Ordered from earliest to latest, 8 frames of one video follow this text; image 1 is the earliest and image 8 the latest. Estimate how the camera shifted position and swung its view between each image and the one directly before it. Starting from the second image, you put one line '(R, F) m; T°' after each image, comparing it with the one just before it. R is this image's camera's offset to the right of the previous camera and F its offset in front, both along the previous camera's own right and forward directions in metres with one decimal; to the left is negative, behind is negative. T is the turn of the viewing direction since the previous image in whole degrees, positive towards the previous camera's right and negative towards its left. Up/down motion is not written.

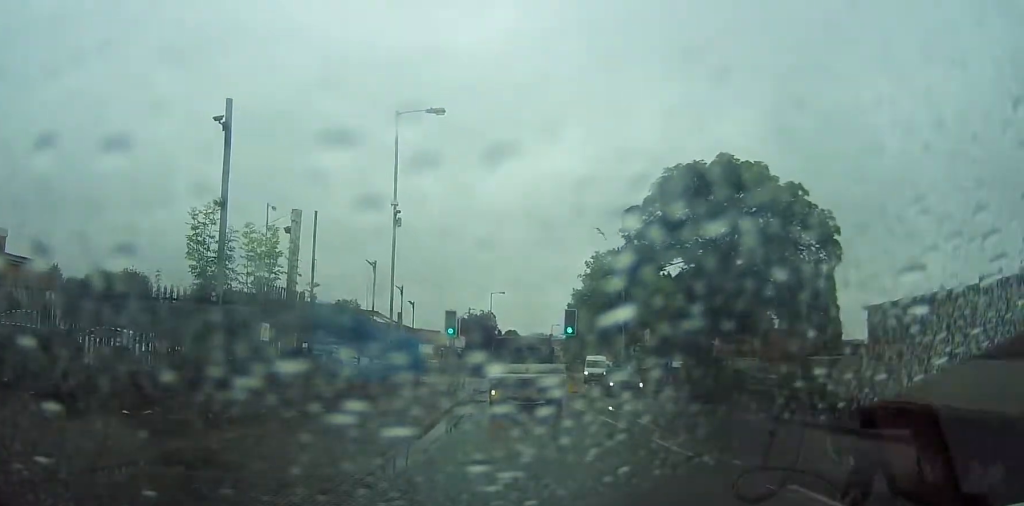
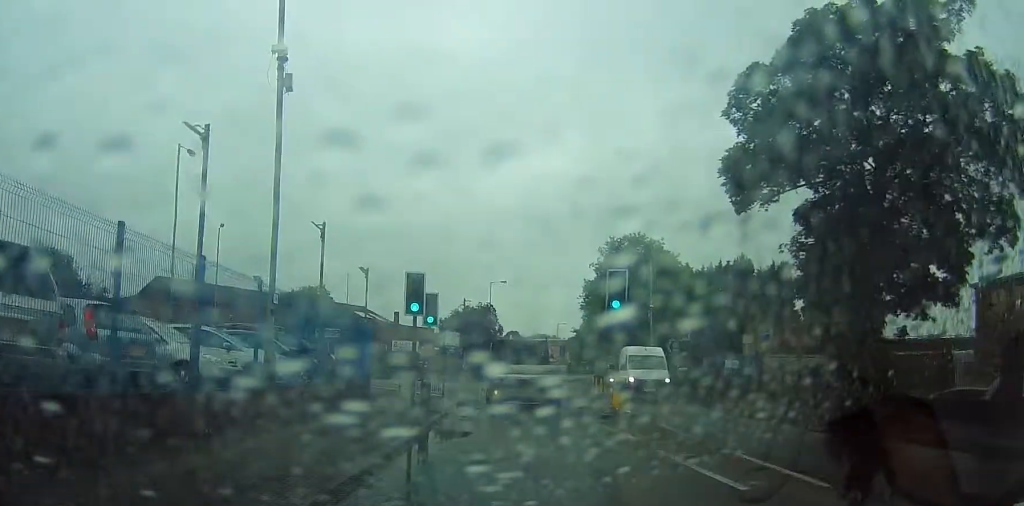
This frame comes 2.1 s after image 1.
(0.0, +13.4) m; 0°
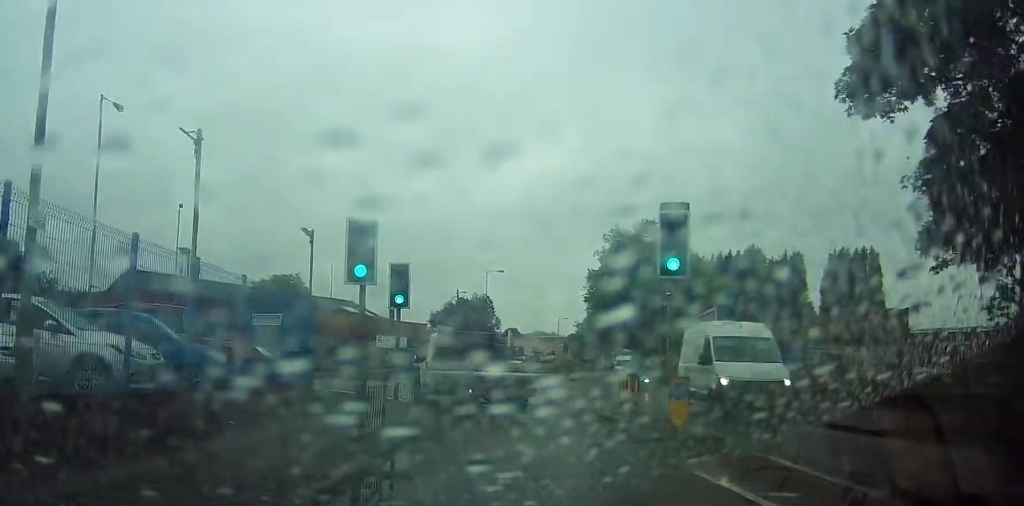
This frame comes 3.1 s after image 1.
(0.0, +6.7) m; 0°
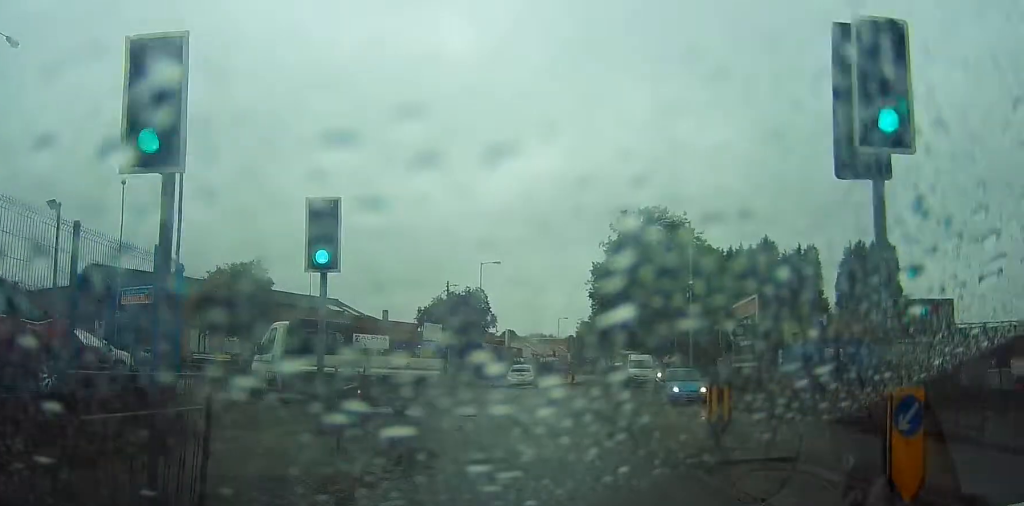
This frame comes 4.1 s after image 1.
(0.0, +7.4) m; 0°
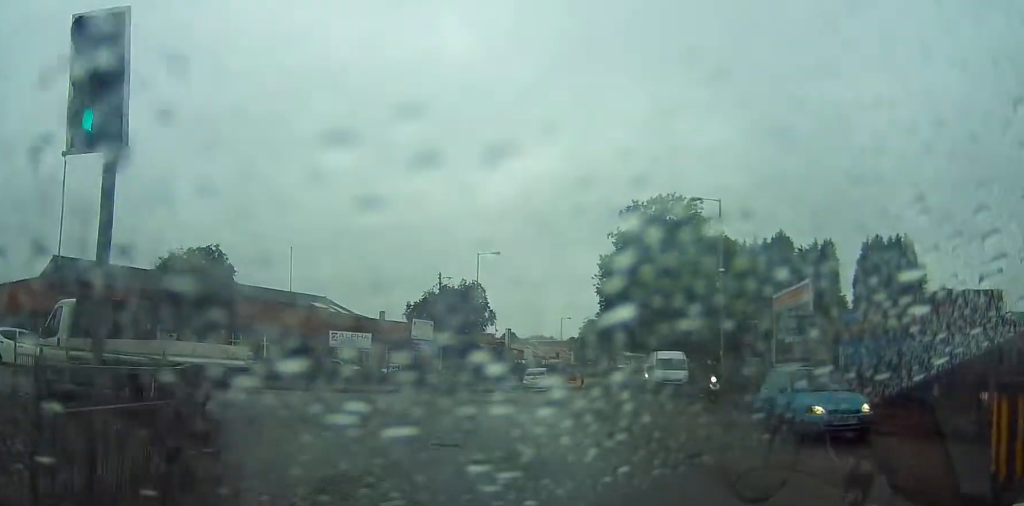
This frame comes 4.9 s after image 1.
(0.0, +6.5) m; +1°
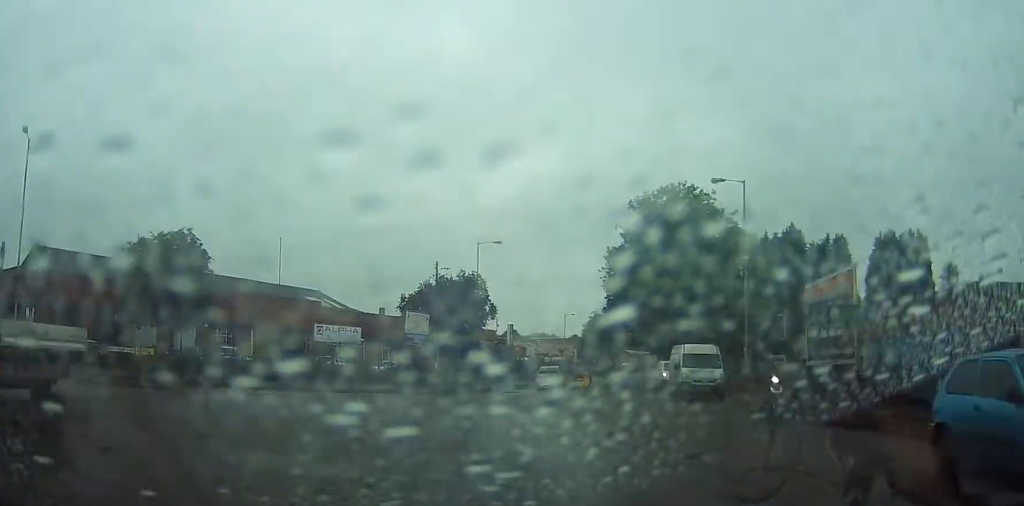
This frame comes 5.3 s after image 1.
(0.0, +3.6) m; +1°
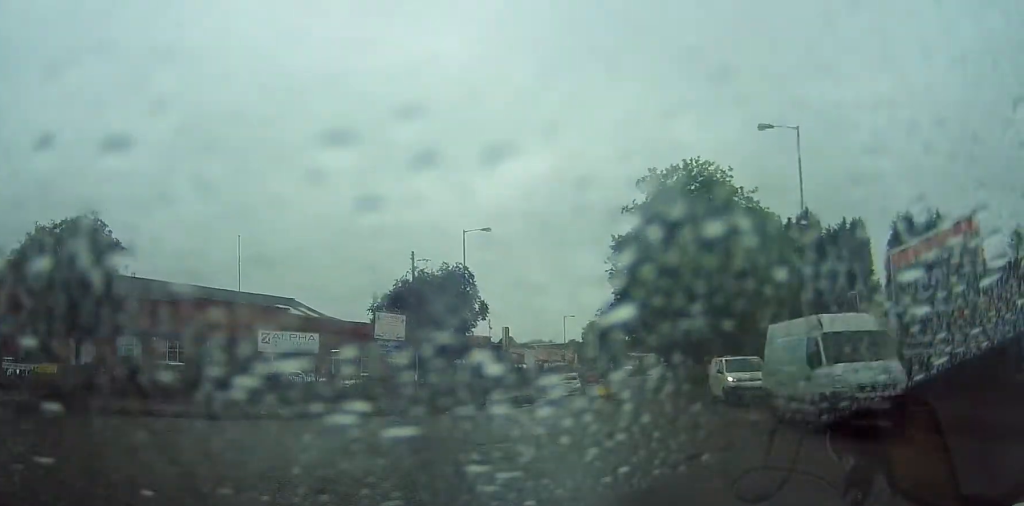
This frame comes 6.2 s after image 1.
(+0.2, +8.4) m; +1°
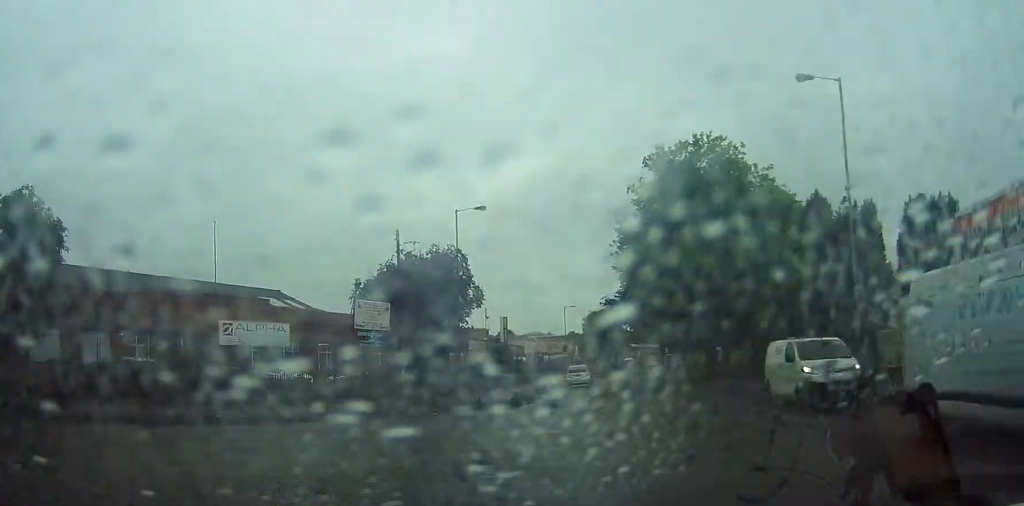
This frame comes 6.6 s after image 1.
(+0.2, +4.5) m; 0°
